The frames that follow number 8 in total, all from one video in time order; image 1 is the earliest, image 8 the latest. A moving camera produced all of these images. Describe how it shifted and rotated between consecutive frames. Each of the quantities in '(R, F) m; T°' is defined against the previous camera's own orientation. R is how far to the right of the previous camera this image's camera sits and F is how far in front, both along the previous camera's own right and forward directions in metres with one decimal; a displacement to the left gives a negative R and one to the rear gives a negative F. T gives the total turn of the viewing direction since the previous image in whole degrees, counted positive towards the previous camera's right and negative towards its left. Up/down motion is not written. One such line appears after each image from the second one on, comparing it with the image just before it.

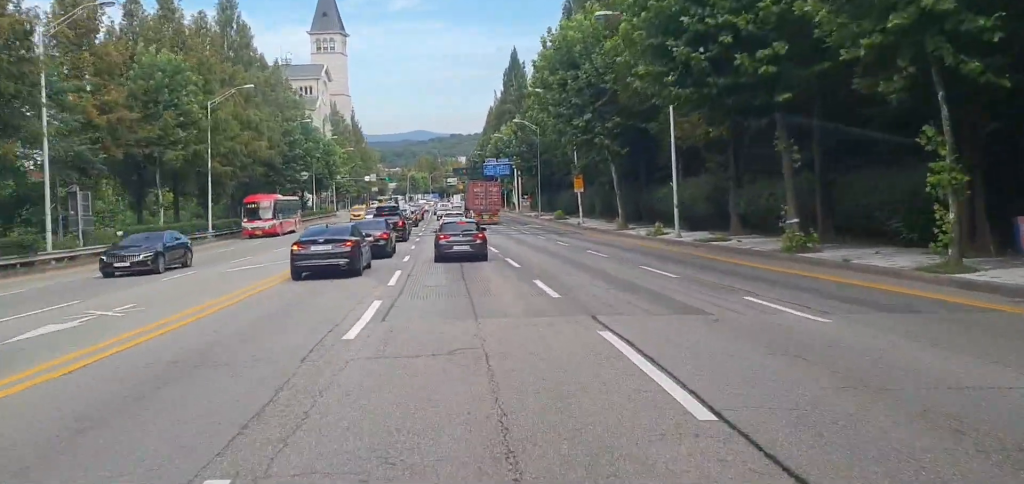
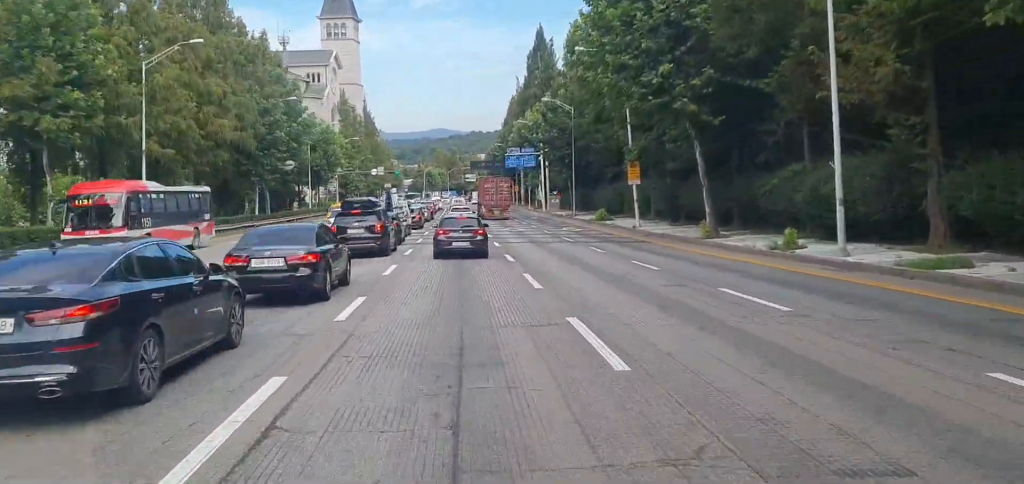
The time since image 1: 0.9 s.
(-0.3, +15.1) m; -1°
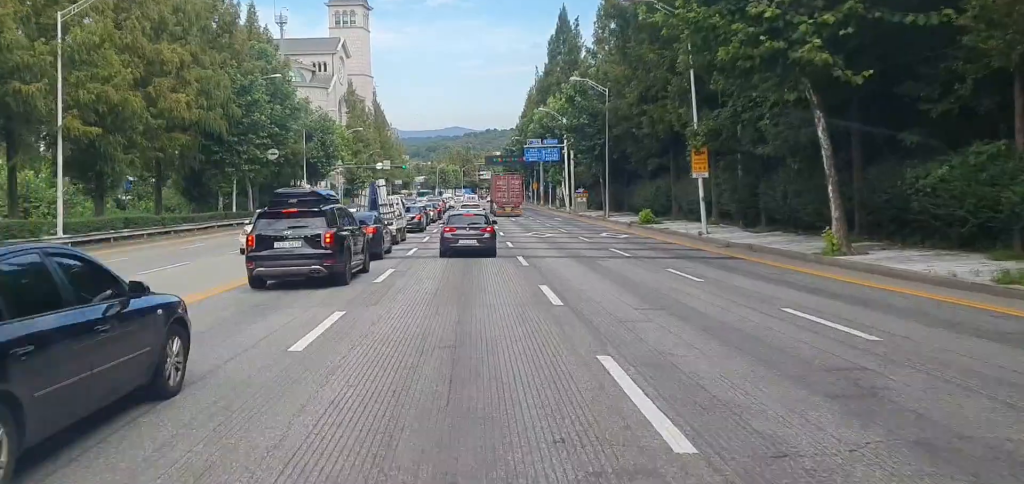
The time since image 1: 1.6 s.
(-0.1, +10.2) m; 0°
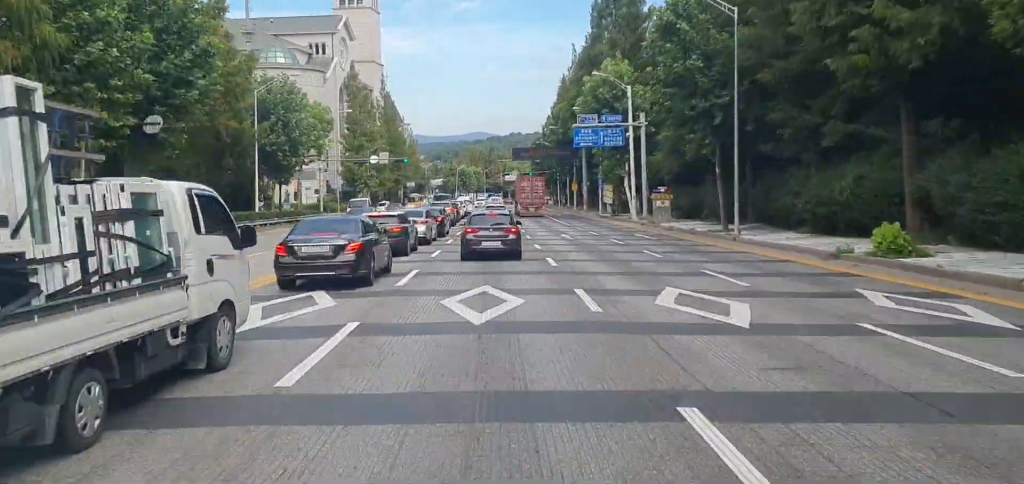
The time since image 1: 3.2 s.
(+0.1, +25.5) m; -1°
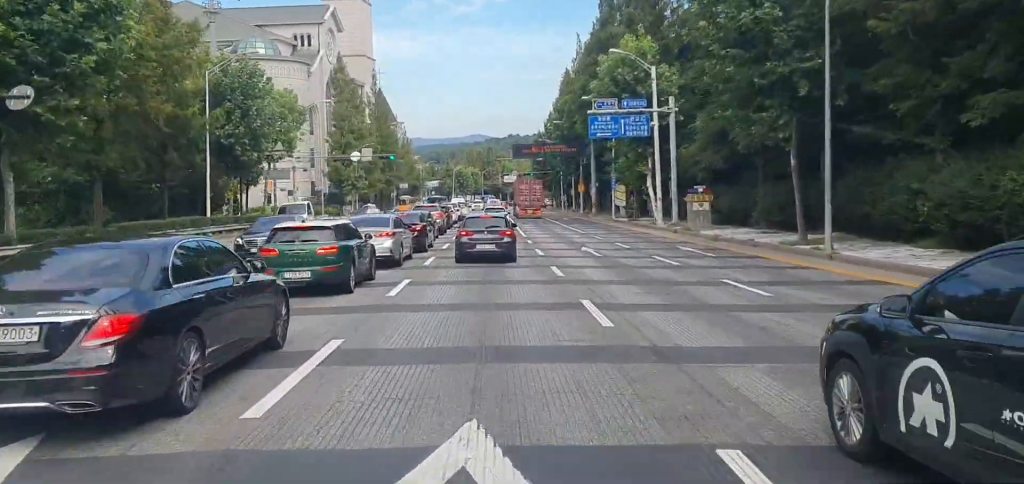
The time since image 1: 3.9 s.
(-0.1, +10.0) m; 0°
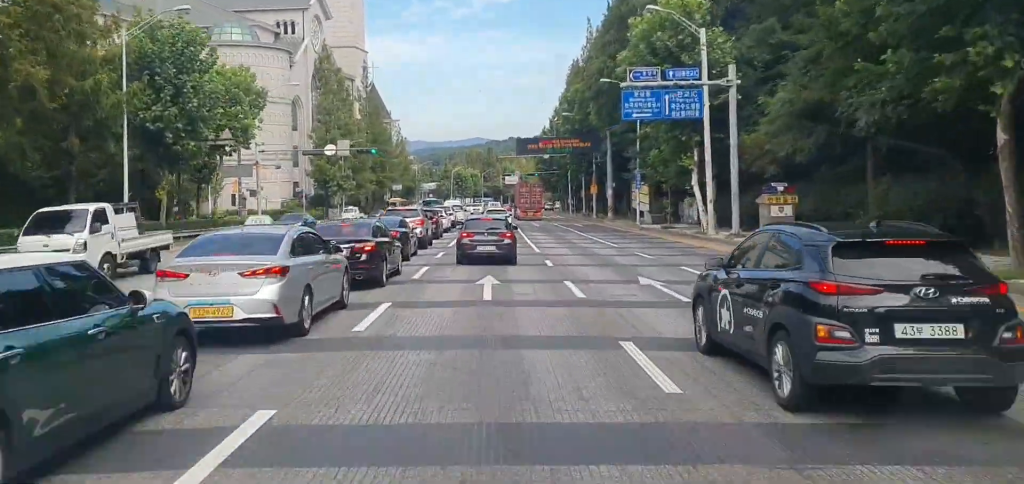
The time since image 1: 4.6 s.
(0.0, +11.2) m; 0°
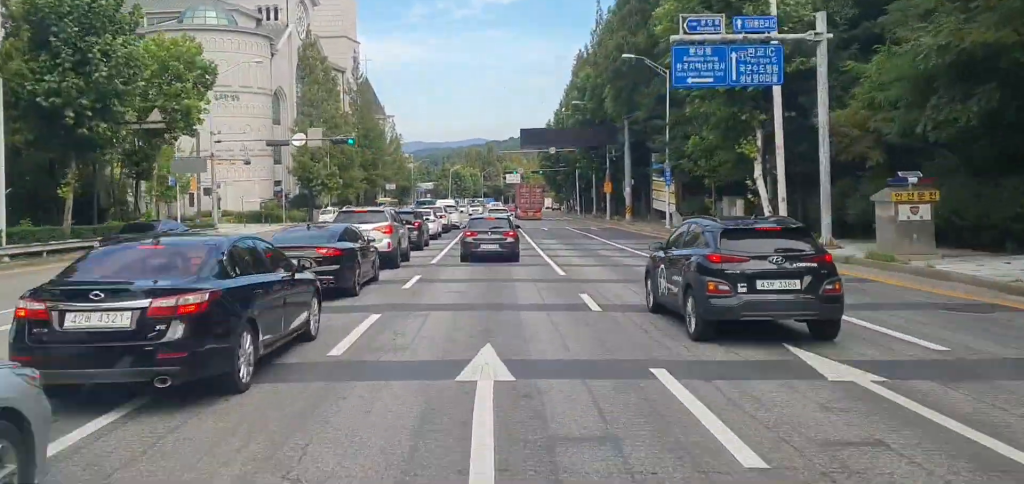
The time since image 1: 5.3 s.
(+0.2, +9.1) m; 0°
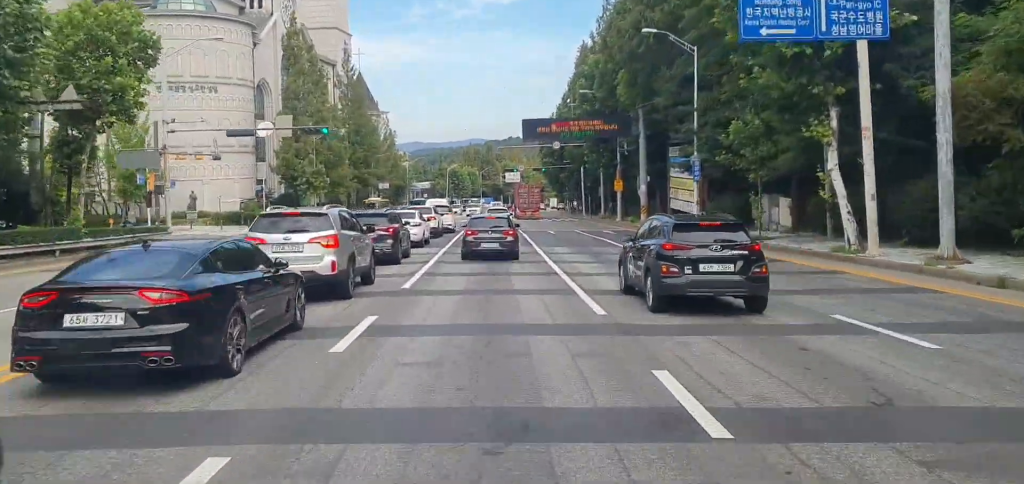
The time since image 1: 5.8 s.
(-0.1, +7.5) m; 0°
